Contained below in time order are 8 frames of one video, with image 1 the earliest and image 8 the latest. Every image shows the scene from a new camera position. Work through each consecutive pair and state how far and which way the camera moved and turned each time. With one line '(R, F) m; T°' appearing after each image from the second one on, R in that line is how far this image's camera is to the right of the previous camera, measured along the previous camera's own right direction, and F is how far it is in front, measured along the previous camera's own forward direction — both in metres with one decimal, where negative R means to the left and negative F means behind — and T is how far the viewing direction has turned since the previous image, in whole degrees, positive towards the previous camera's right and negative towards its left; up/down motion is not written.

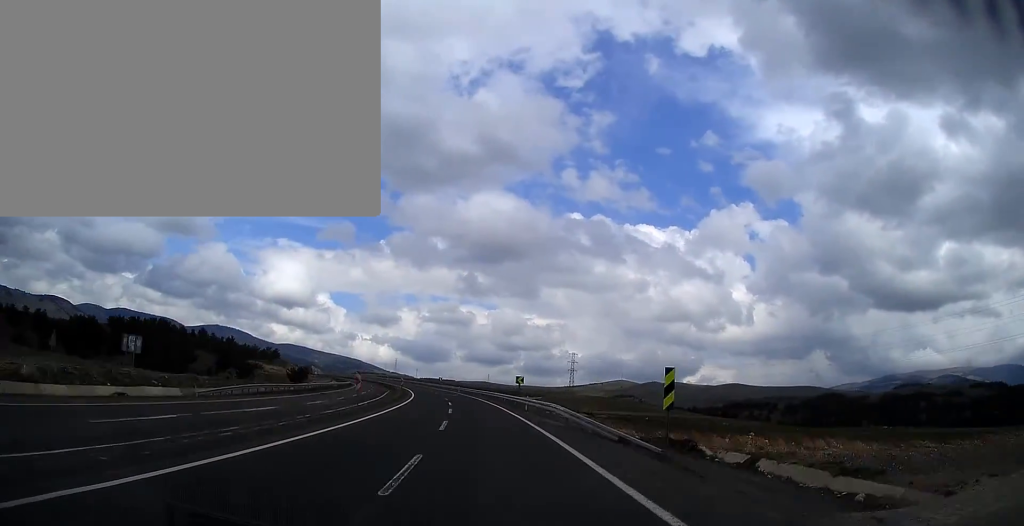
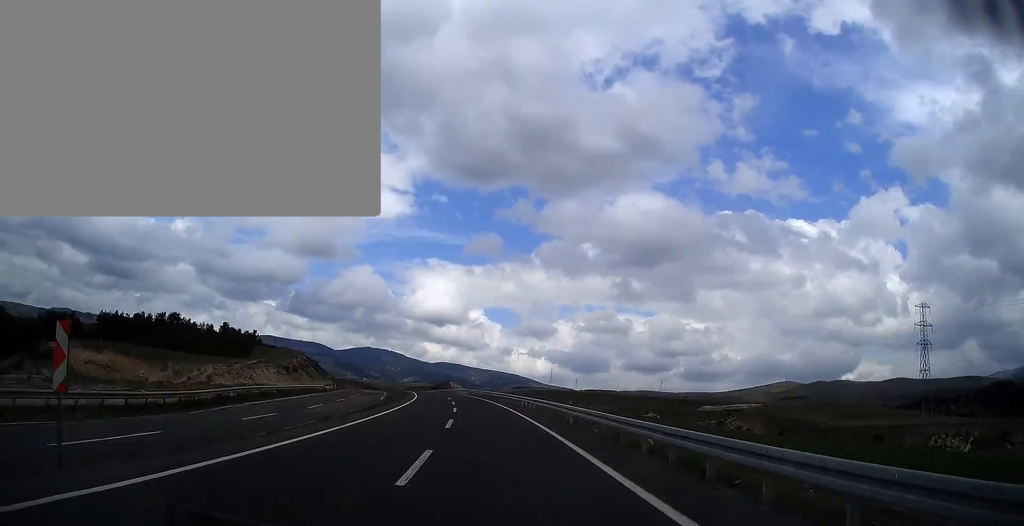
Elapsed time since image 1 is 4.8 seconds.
(-16.8, +129.7) m; -10°
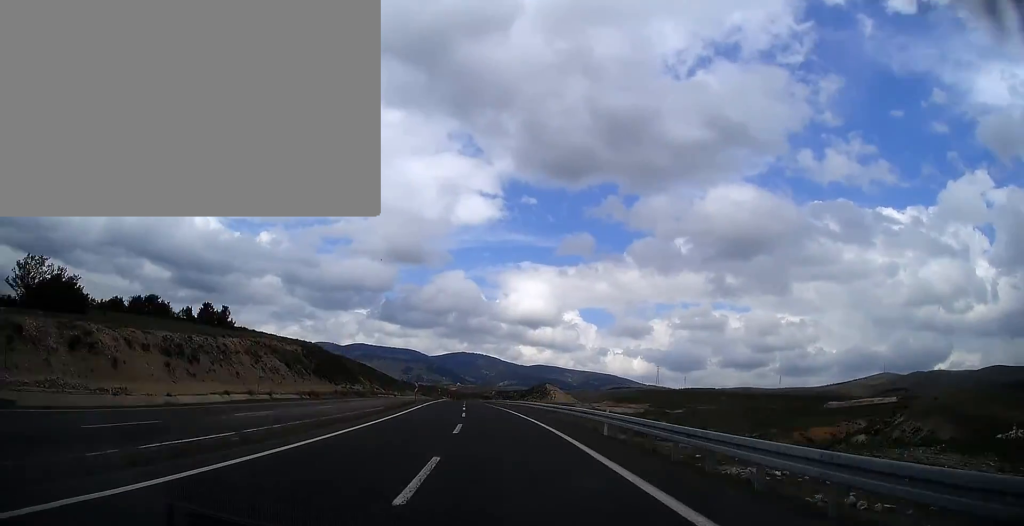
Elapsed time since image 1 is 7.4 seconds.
(-4.0, +72.2) m; -5°
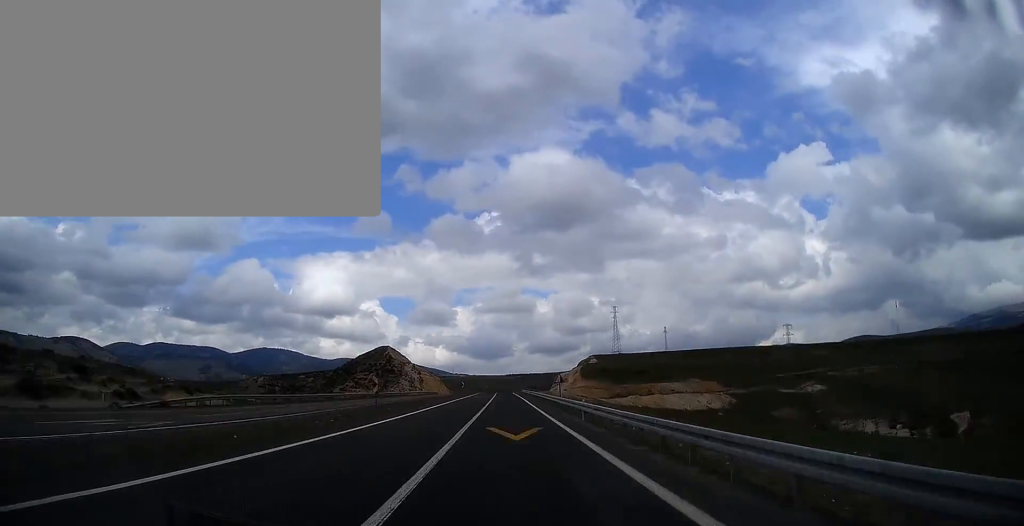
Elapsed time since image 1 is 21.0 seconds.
(+39.6, +377.7) m; +17°
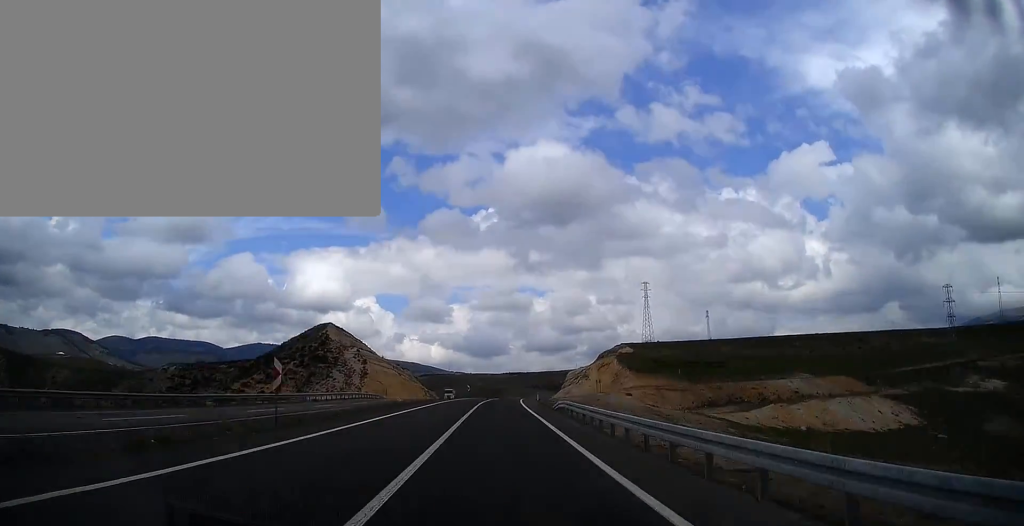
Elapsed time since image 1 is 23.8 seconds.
(+4.7, +79.5) m; +1°
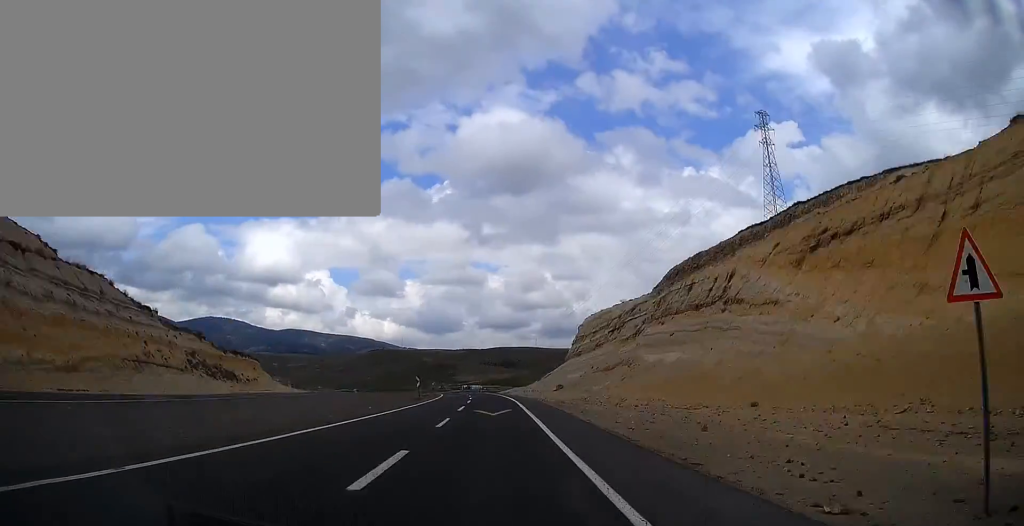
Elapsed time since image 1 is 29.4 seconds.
(+2.4, +160.2) m; -3°
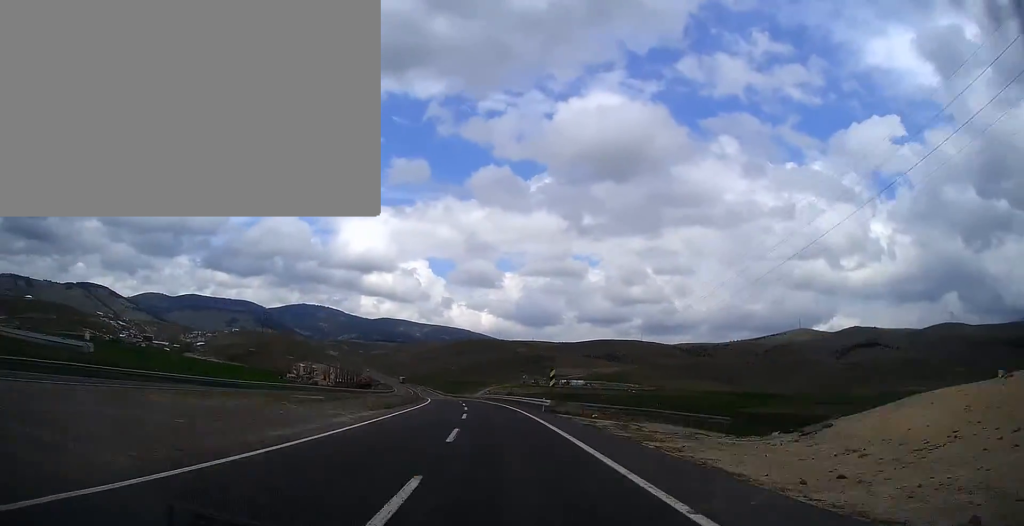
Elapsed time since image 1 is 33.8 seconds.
(-4.6, +127.6) m; -5°
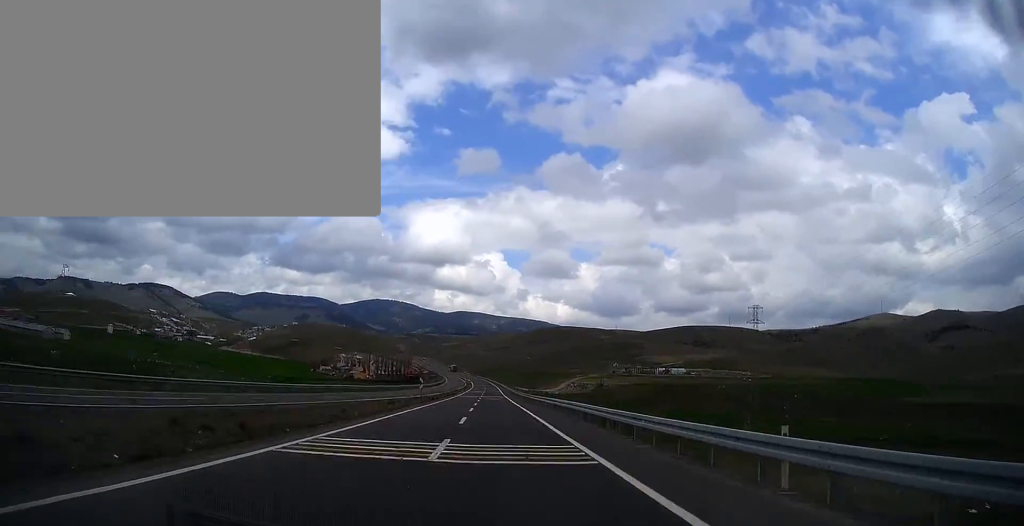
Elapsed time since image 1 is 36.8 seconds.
(-4.5, +89.0) m; -4°
